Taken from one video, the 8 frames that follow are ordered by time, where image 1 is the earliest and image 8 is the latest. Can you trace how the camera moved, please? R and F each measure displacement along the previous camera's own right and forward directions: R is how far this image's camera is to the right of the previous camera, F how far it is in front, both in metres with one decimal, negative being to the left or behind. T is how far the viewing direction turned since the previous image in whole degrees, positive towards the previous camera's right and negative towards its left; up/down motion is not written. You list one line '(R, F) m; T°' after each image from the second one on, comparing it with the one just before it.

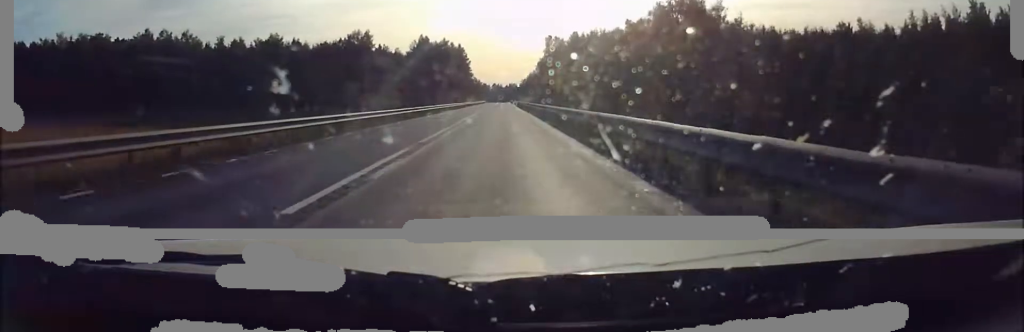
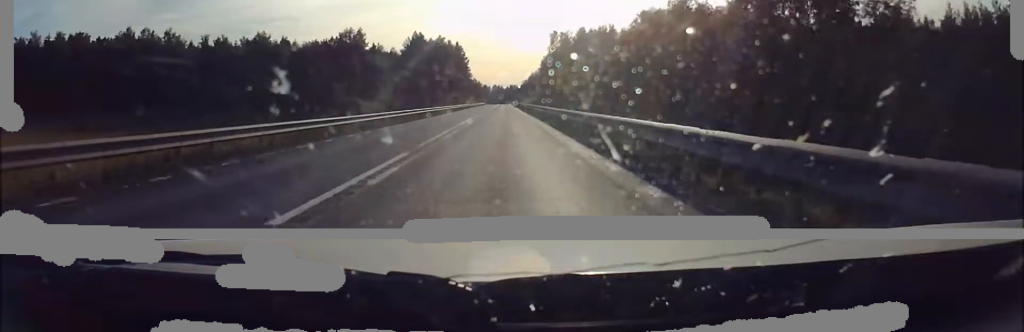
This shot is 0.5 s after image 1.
(0.0, +12.6) m; 0°
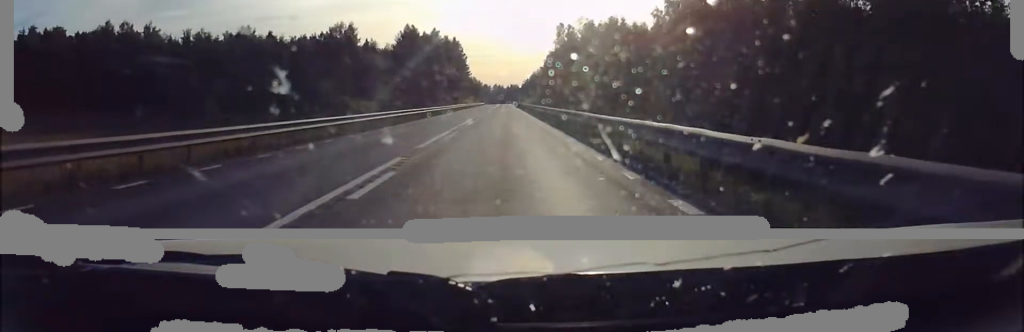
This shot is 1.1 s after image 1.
(0.0, +13.4) m; 0°
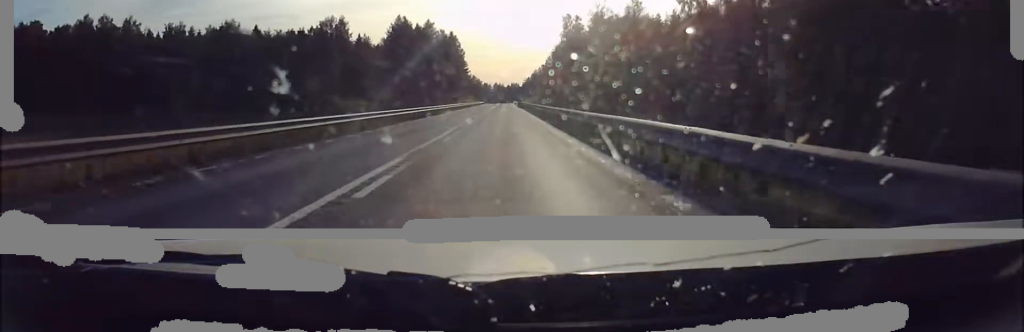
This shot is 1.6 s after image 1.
(0.0, +11.9) m; 0°
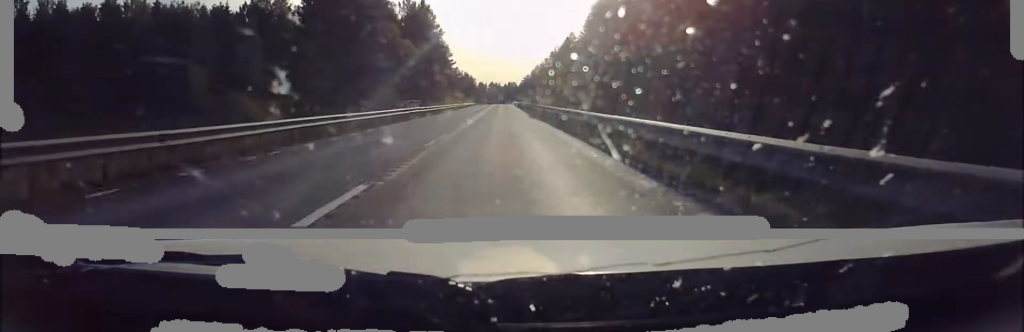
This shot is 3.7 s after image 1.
(-0.1, +50.7) m; 0°
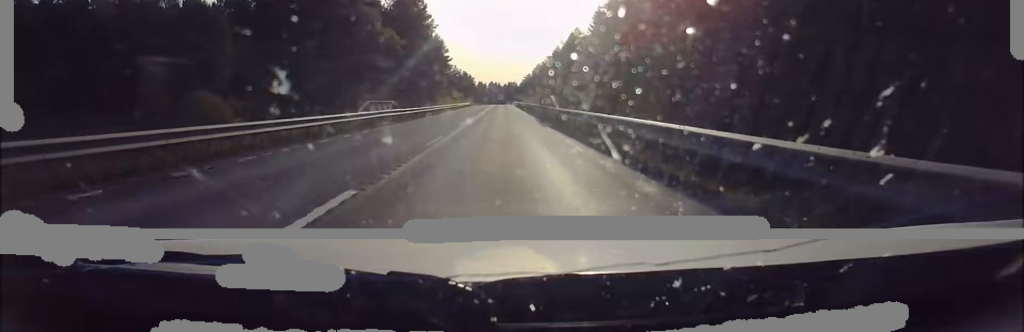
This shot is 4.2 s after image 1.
(0.0, +12.3) m; 0°
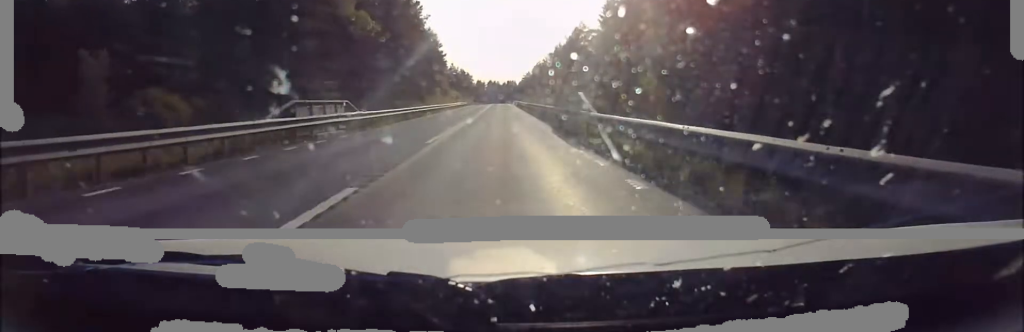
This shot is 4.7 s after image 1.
(0.0, +12.5) m; 0°
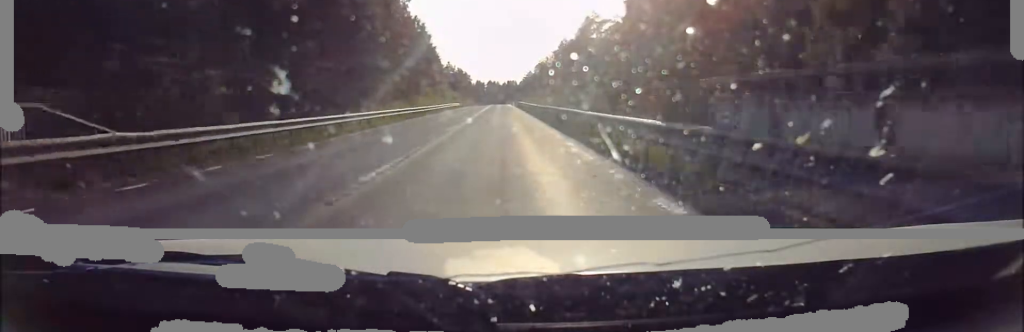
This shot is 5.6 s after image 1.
(0.0, +21.9) m; 0°
